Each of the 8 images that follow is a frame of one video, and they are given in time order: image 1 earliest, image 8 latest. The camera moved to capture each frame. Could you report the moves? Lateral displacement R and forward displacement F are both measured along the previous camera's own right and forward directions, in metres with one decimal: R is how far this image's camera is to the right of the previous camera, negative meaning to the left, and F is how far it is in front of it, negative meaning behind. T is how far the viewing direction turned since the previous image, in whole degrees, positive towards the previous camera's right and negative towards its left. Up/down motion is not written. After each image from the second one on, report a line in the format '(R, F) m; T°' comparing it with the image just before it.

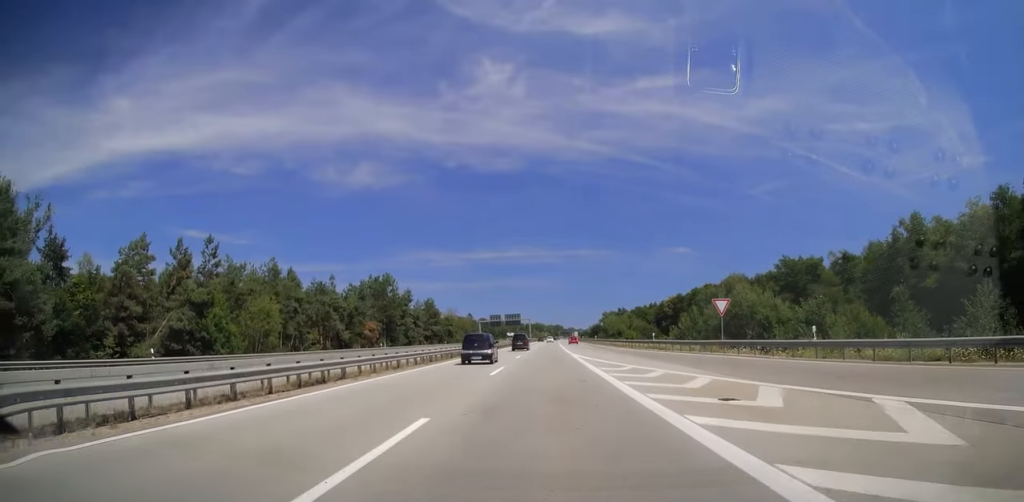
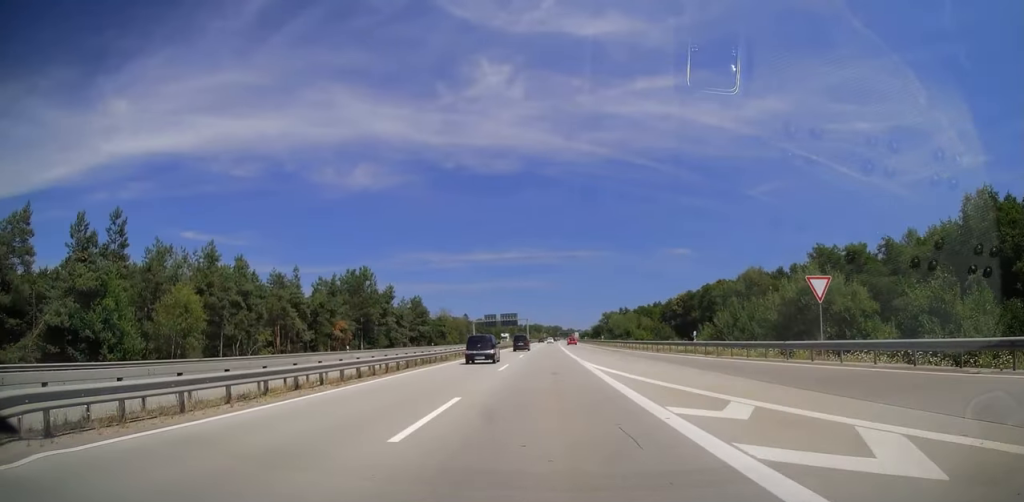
(-0.2, +14.3) m; 0°
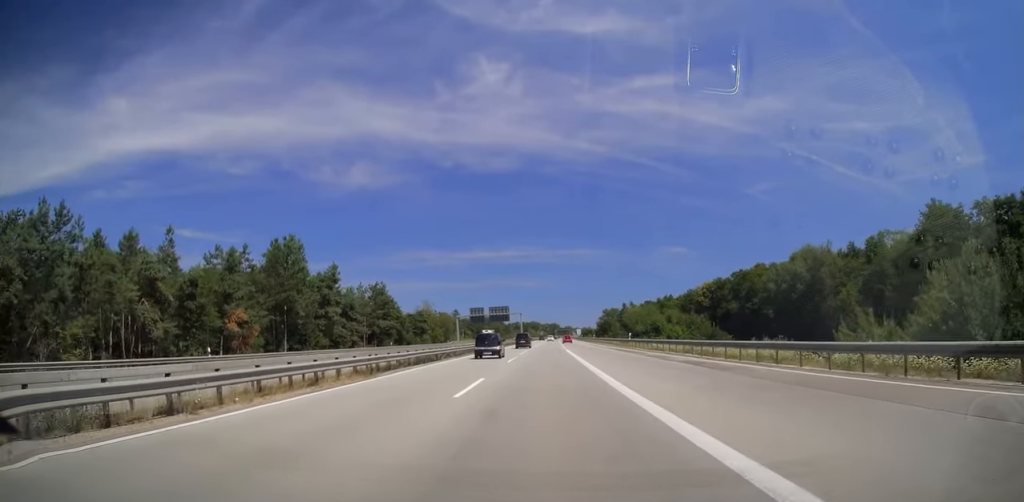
(+0.1, +30.6) m; +1°
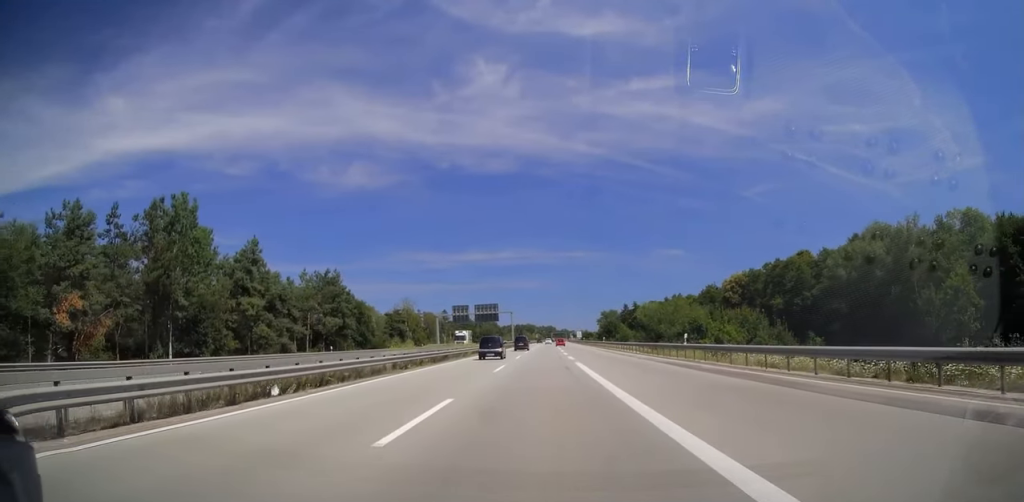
(+0.1, +24.2) m; 0°
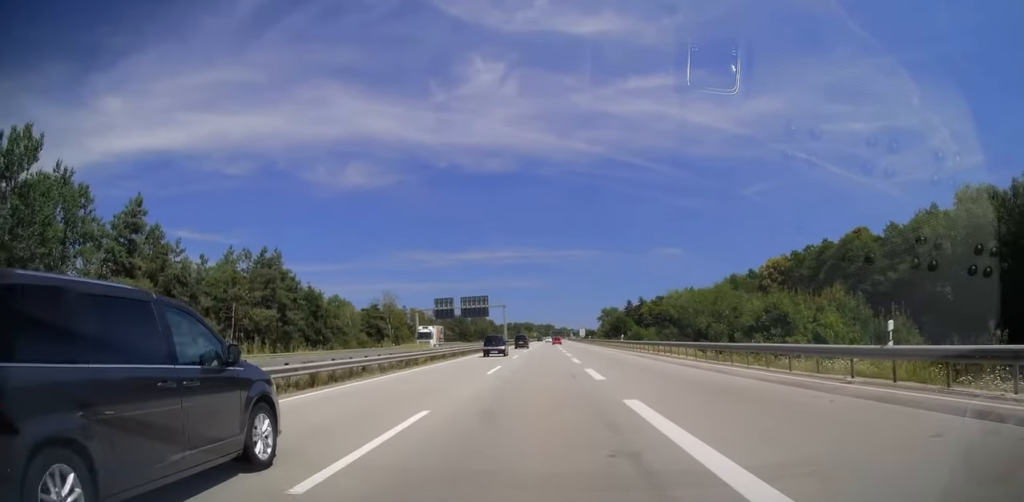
(0.0, +20.7) m; 0°
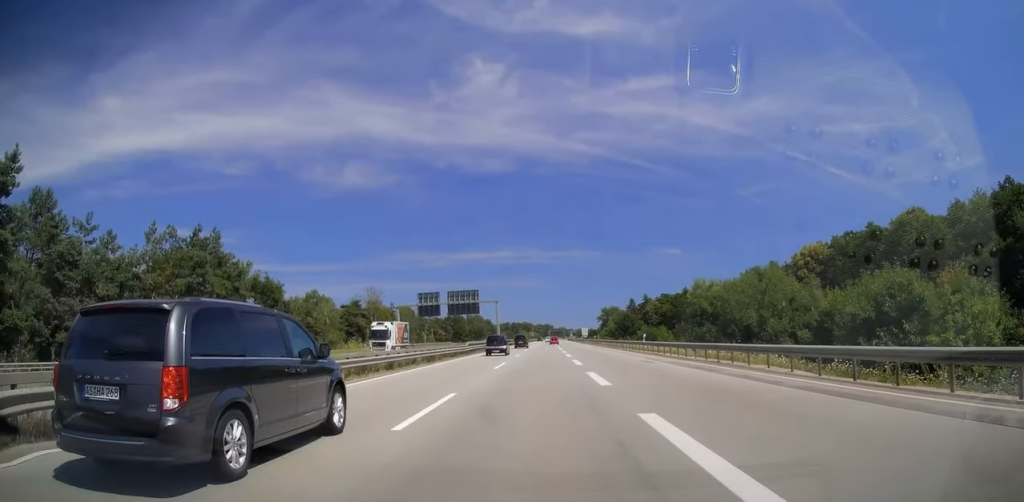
(-0.1, +14.3) m; 0°
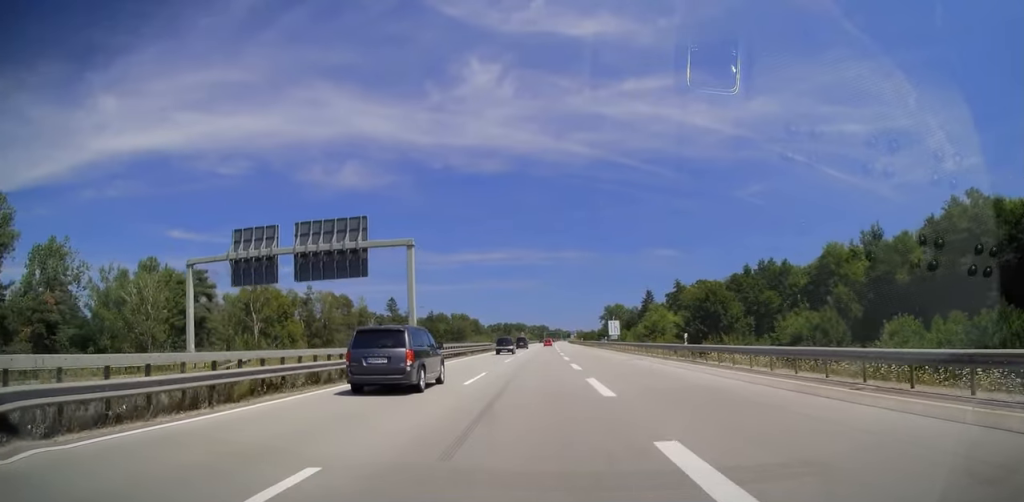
(+0.4, +63.1) m; 0°
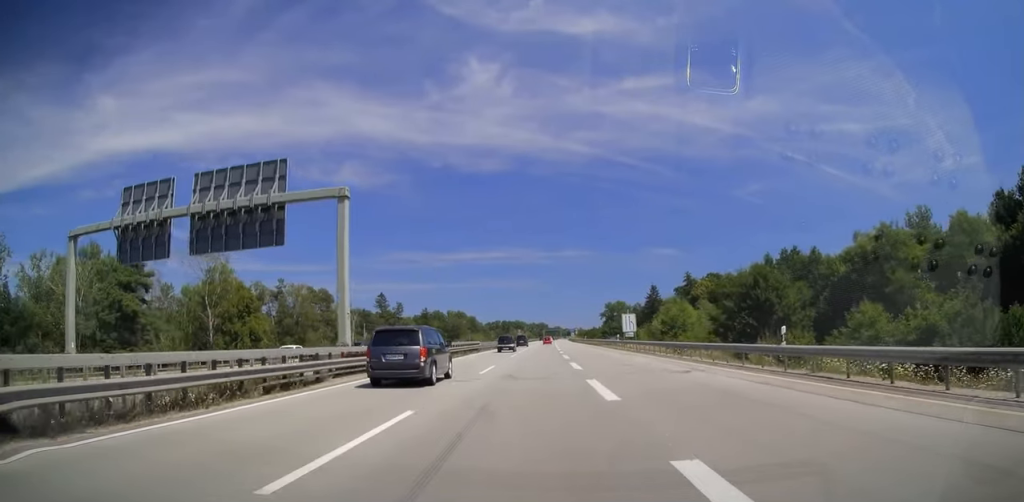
(0.0, +13.3) m; 0°
